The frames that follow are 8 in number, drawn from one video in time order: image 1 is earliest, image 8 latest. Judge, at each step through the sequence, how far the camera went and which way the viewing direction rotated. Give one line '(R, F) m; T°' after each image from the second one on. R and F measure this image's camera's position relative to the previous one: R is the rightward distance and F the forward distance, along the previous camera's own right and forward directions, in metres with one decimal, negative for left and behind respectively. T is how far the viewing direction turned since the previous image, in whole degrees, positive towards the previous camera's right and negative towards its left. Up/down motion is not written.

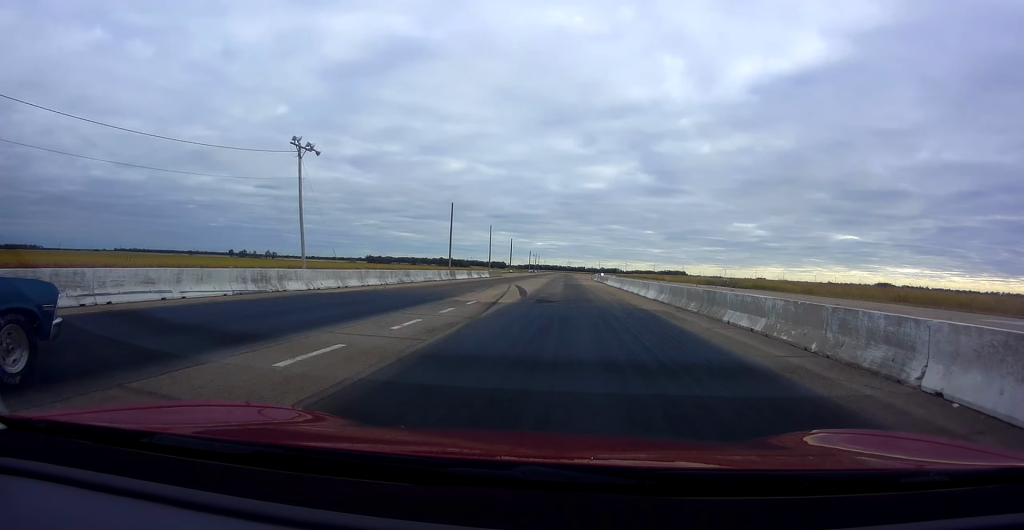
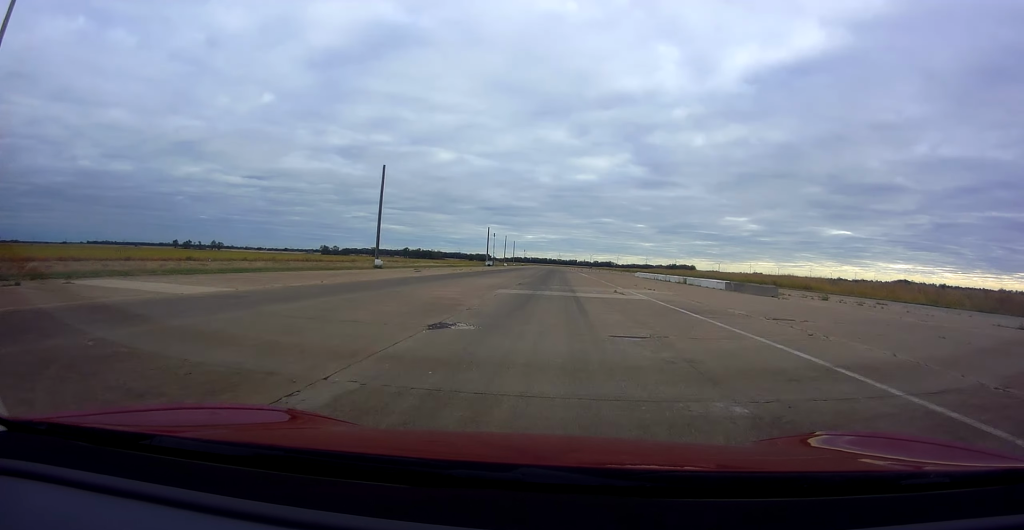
(+1.3, +131.6) m; +1°
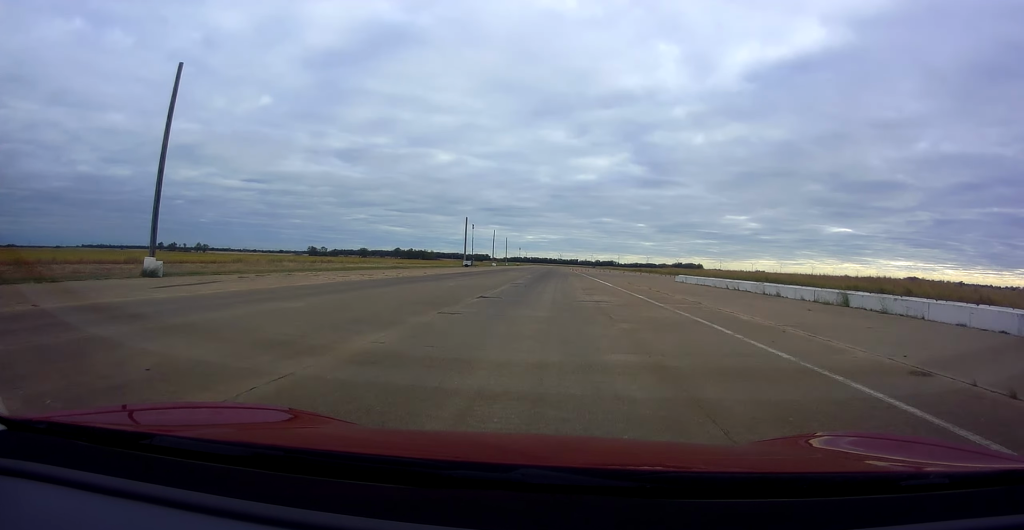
(-0.6, +40.0) m; 0°
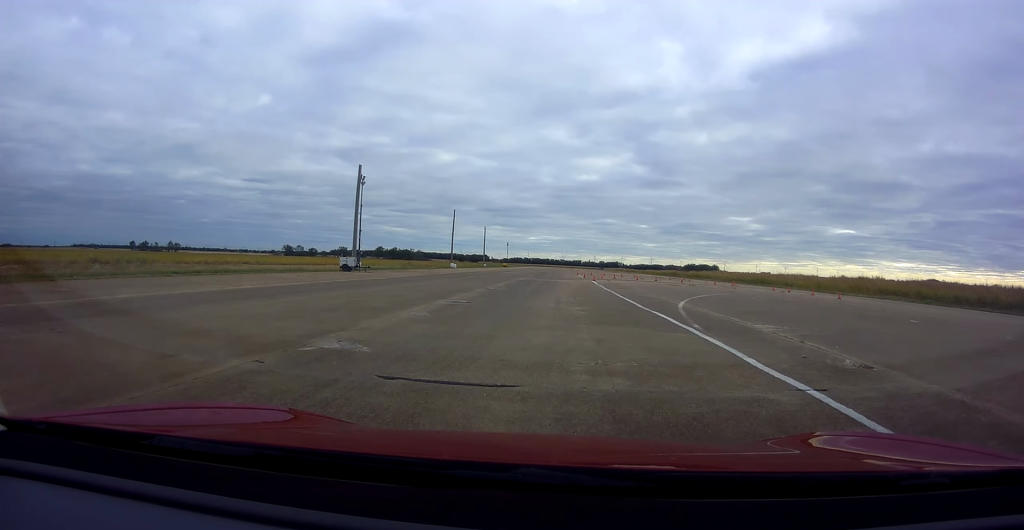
(+0.6, +72.9) m; 0°
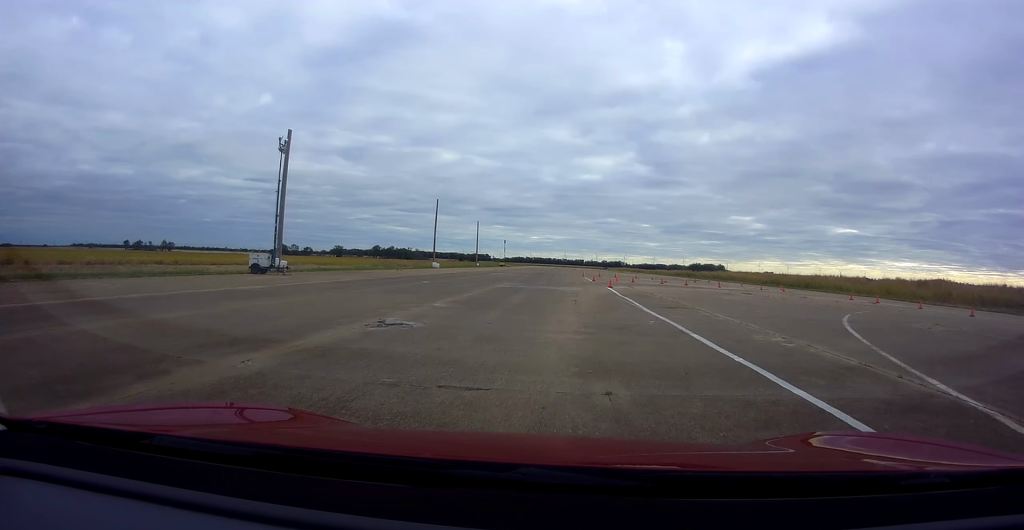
(0.0, +18.4) m; 0°
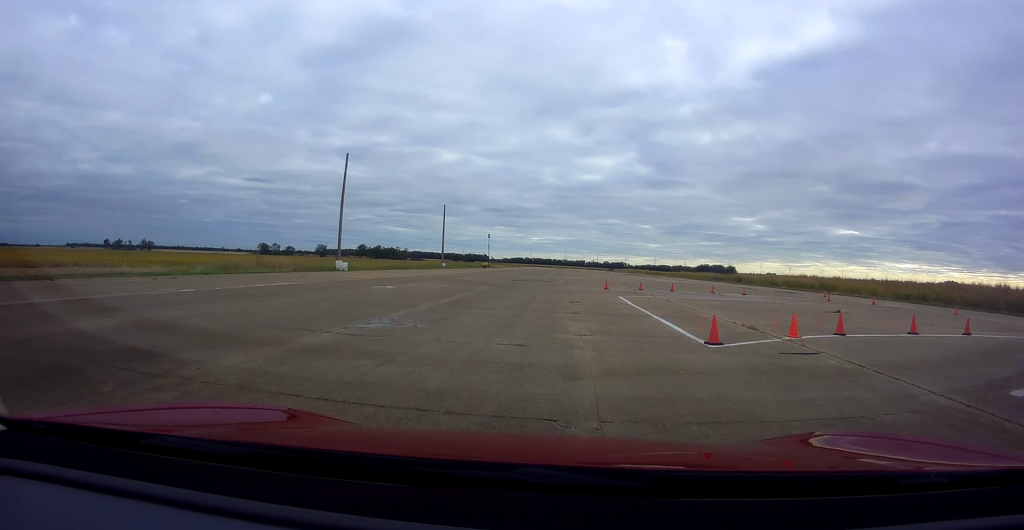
(-0.1, +44.7) m; 0°
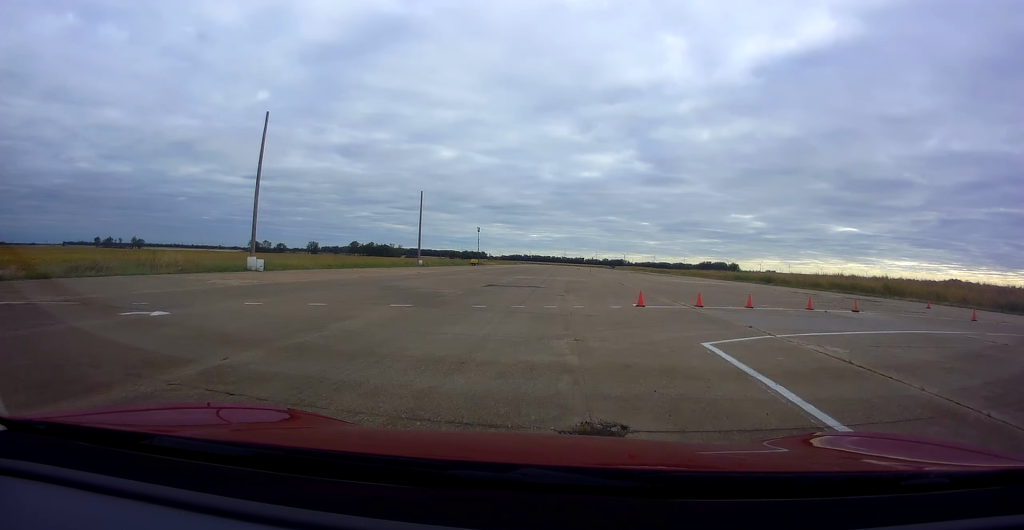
(0.0, +17.5) m; 0°
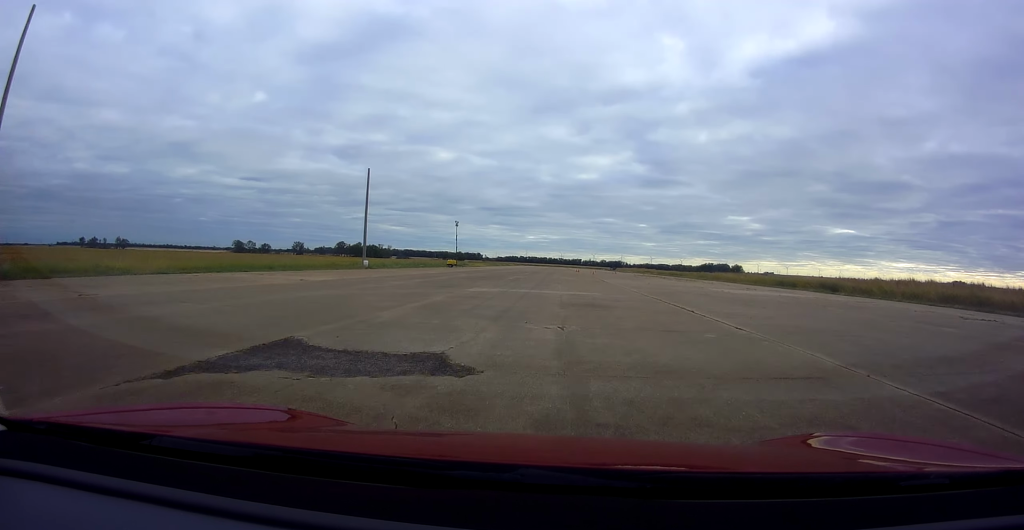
(0.0, +26.2) m; 0°
